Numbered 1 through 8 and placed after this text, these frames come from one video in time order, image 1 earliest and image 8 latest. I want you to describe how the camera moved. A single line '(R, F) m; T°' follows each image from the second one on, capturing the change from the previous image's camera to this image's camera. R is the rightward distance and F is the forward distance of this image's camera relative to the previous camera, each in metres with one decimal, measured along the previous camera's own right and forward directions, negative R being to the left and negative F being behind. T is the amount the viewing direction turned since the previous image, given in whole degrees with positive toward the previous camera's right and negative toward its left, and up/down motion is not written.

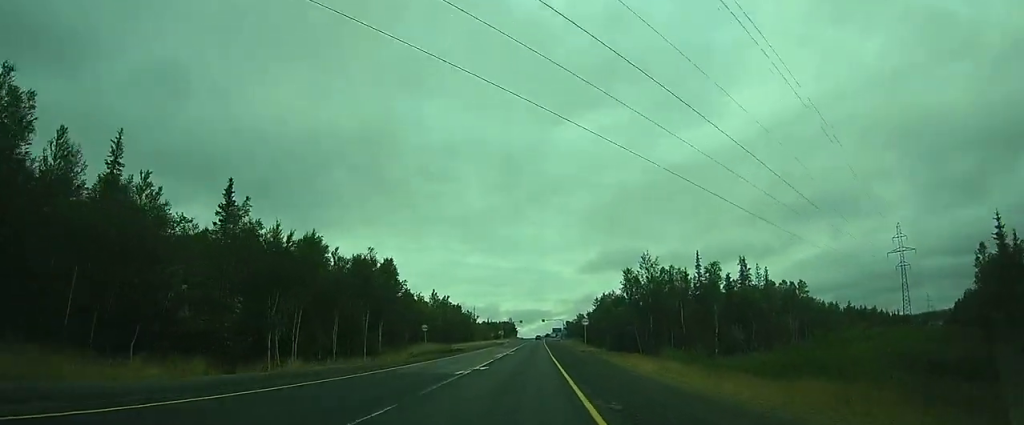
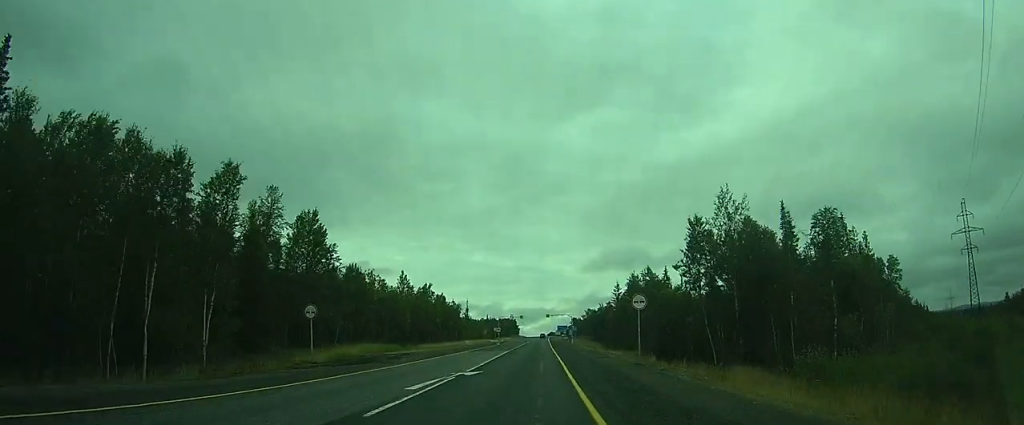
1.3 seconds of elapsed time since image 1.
(-0.2, +28.2) m; 0°
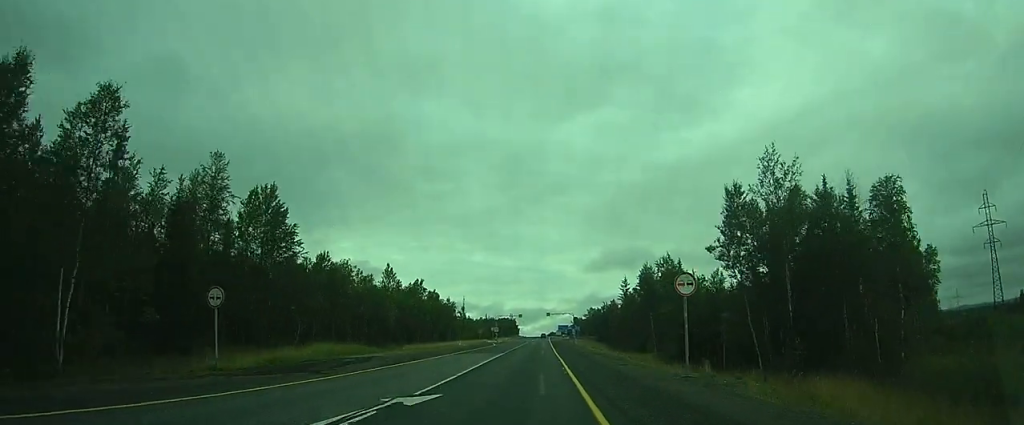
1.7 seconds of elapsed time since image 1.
(0.0, +8.5) m; 0°
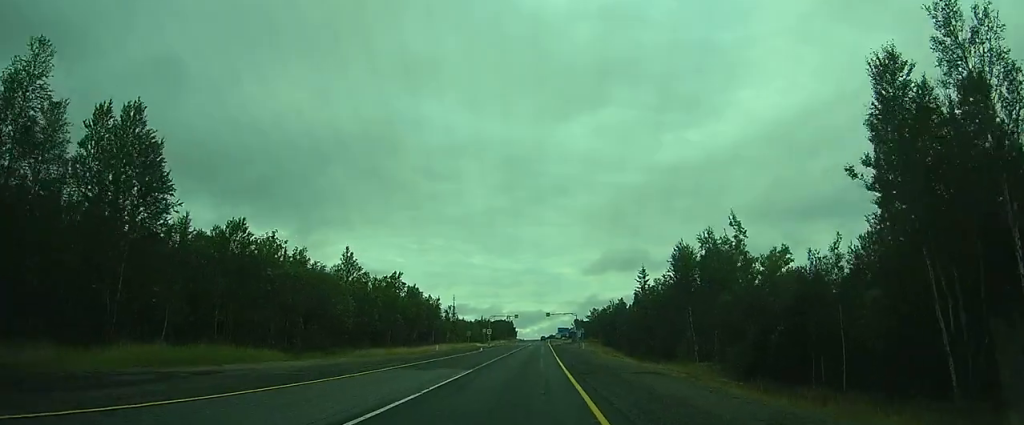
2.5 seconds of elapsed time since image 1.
(+0.1, +16.2) m; 0°
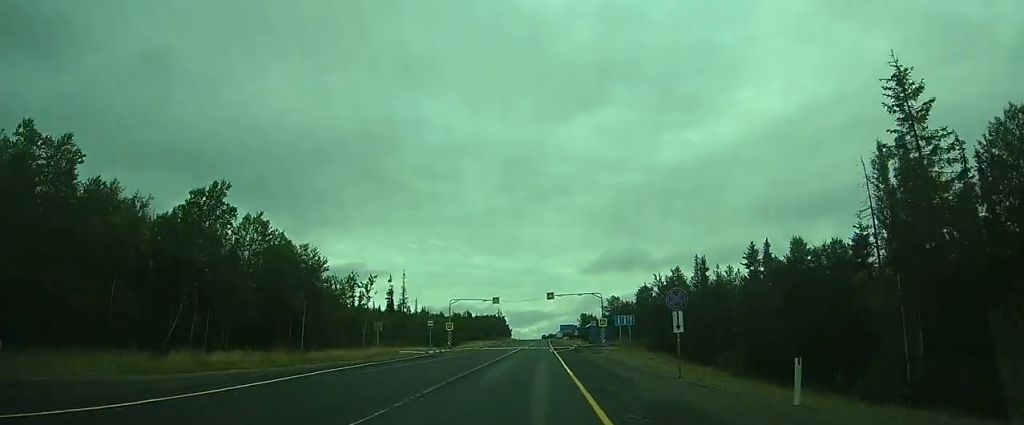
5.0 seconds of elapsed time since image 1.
(+0.1, +53.0) m; 0°
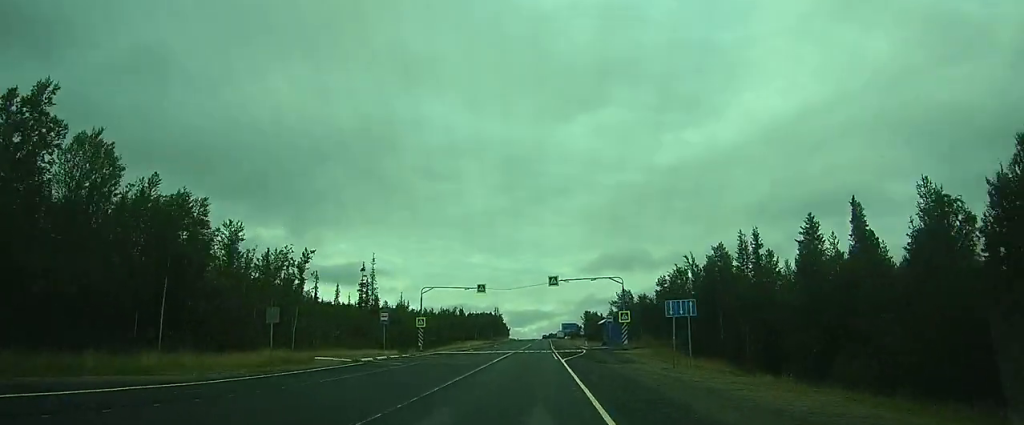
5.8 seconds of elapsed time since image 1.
(0.0, +17.8) m; 0°
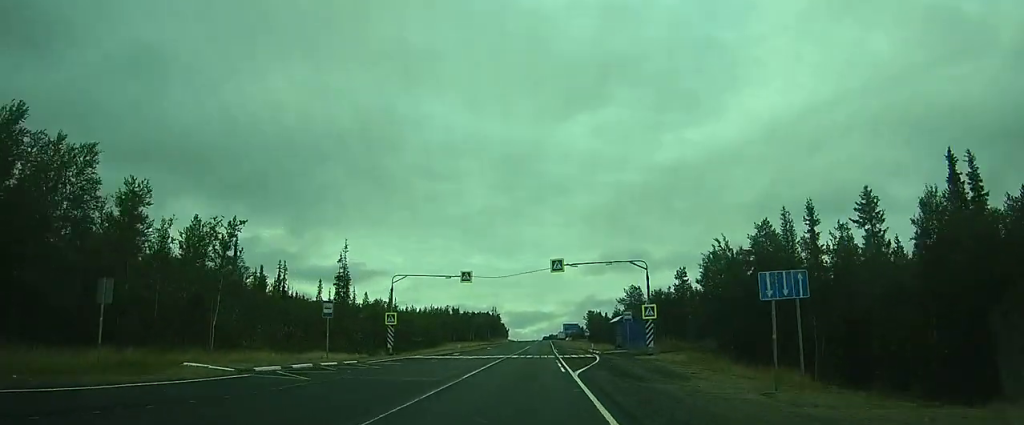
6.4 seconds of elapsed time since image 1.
(0.0, +11.4) m; 0°
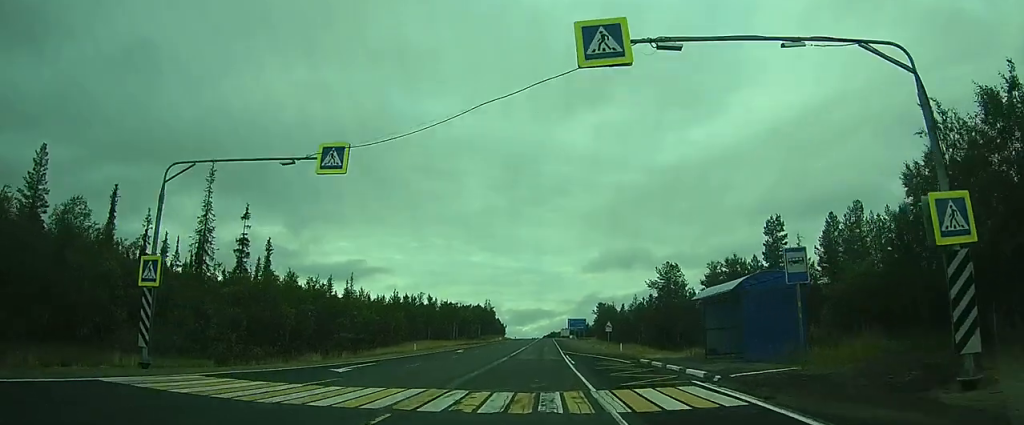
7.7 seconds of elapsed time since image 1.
(0.0, +29.3) m; 0°
